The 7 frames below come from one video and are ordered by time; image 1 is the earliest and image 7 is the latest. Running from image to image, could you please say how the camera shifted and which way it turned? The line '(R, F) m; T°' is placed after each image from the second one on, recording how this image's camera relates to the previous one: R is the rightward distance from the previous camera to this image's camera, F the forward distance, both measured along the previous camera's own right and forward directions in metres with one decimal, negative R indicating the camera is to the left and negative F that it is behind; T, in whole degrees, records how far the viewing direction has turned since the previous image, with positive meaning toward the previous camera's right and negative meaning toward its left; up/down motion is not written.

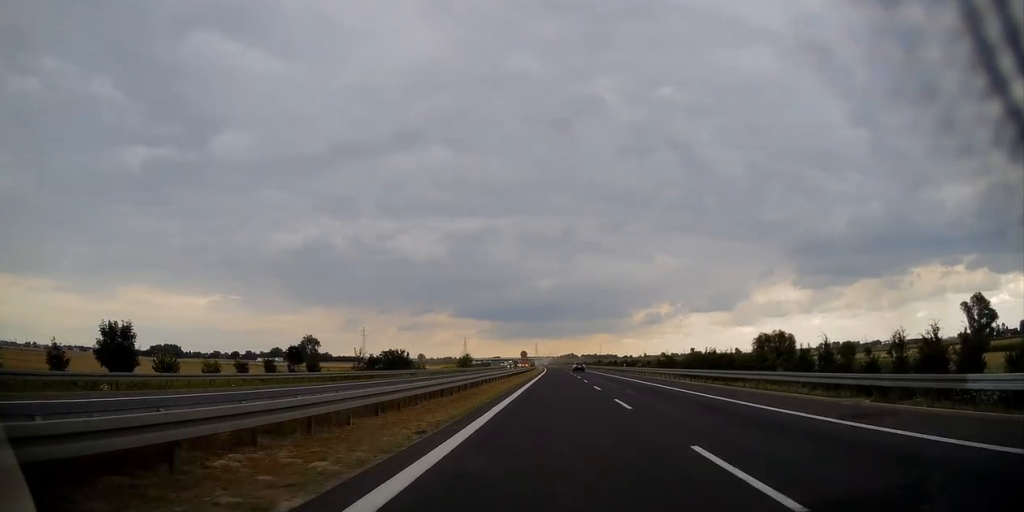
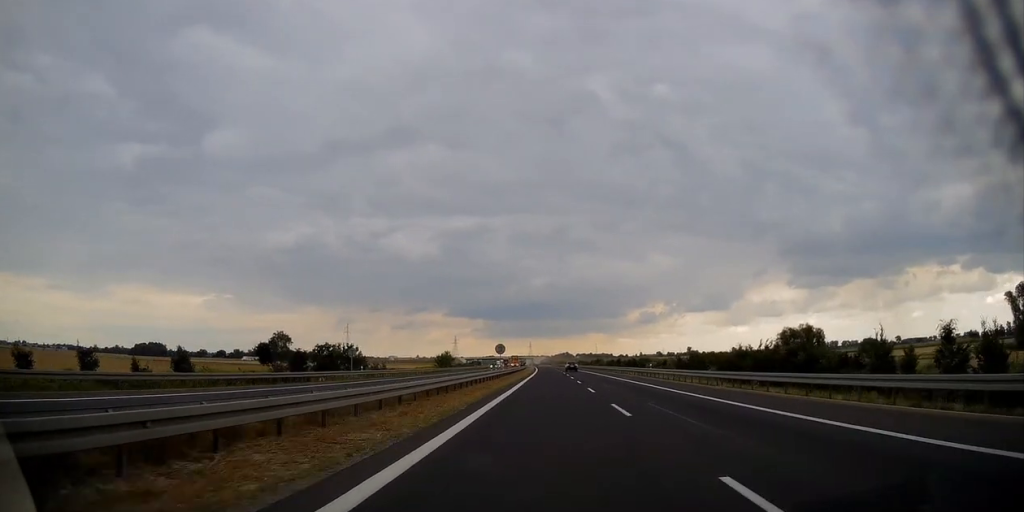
(-0.3, +26.6) m; 0°
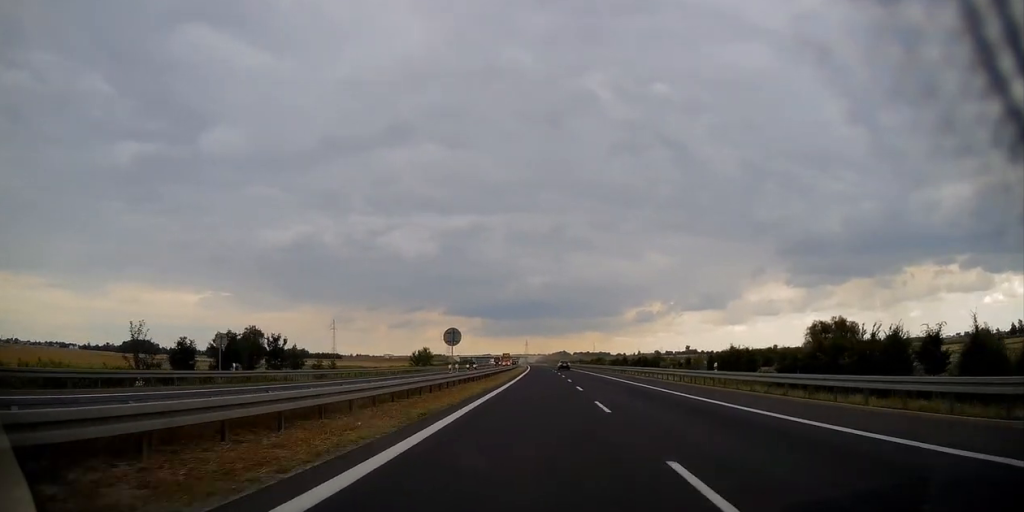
(+0.2, +23.2) m; 0°
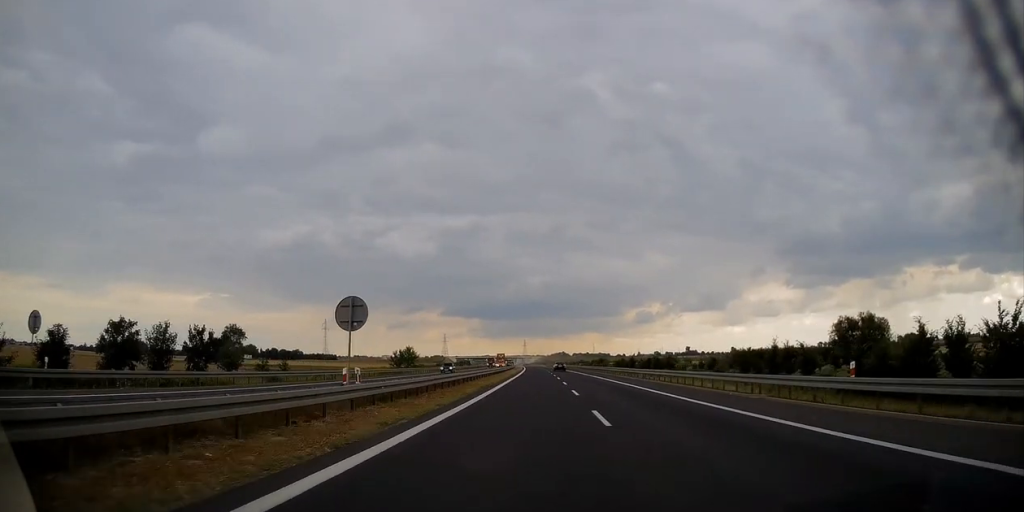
(+0.1, +15.0) m; 0°
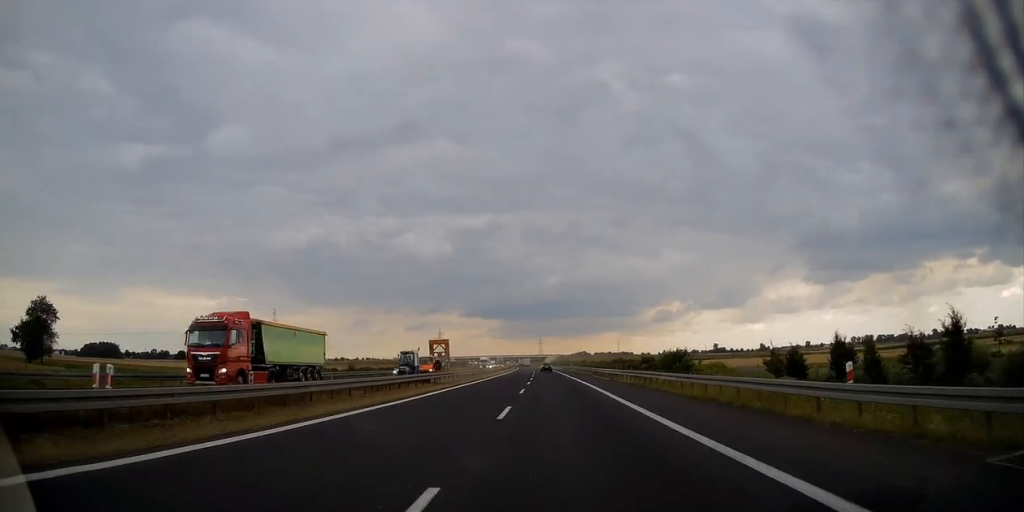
(+0.2, +106.9) m; -1°
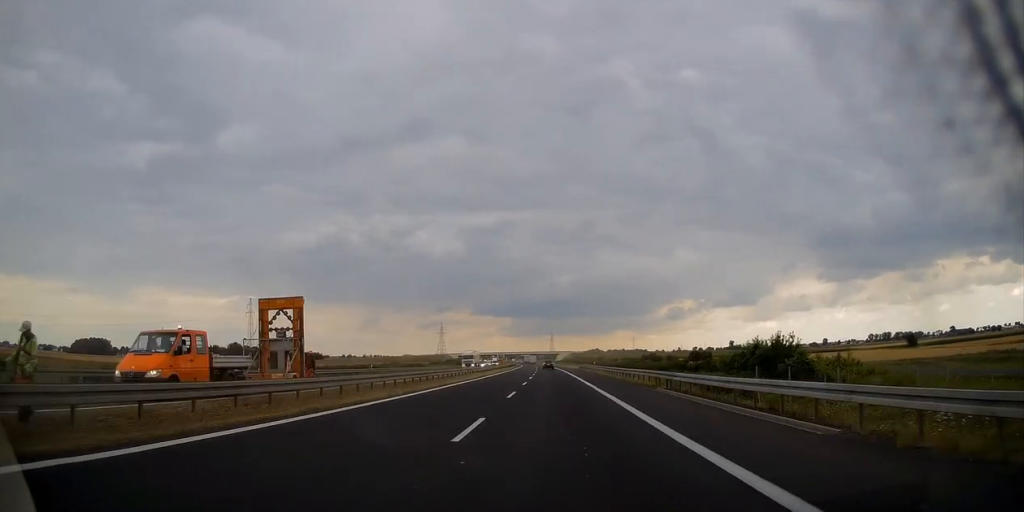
(-0.7, +40.6) m; -2°
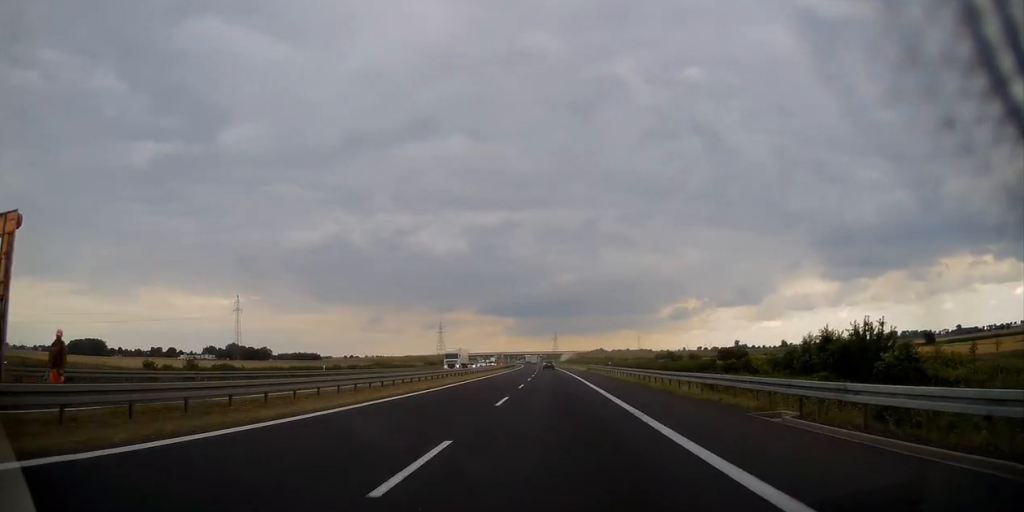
(-0.2, +16.2) m; 0°
